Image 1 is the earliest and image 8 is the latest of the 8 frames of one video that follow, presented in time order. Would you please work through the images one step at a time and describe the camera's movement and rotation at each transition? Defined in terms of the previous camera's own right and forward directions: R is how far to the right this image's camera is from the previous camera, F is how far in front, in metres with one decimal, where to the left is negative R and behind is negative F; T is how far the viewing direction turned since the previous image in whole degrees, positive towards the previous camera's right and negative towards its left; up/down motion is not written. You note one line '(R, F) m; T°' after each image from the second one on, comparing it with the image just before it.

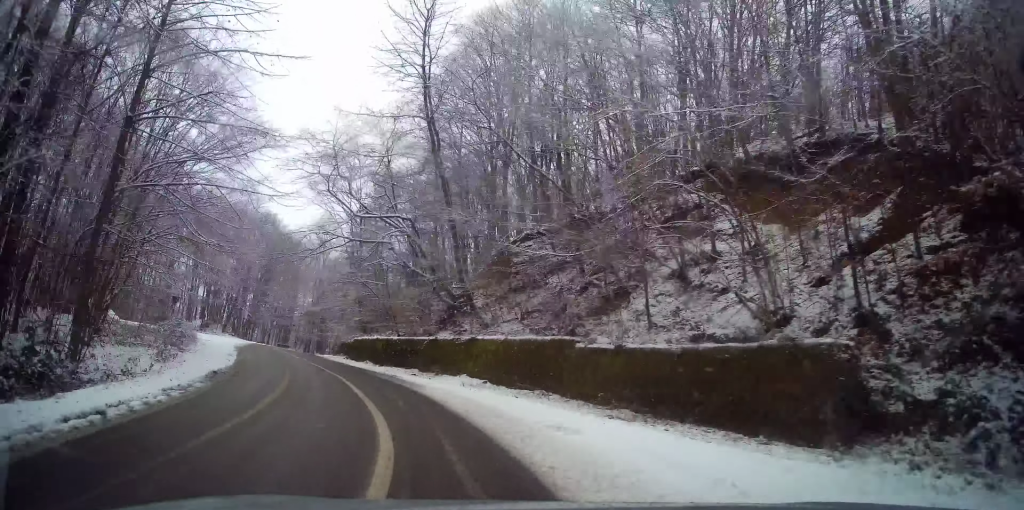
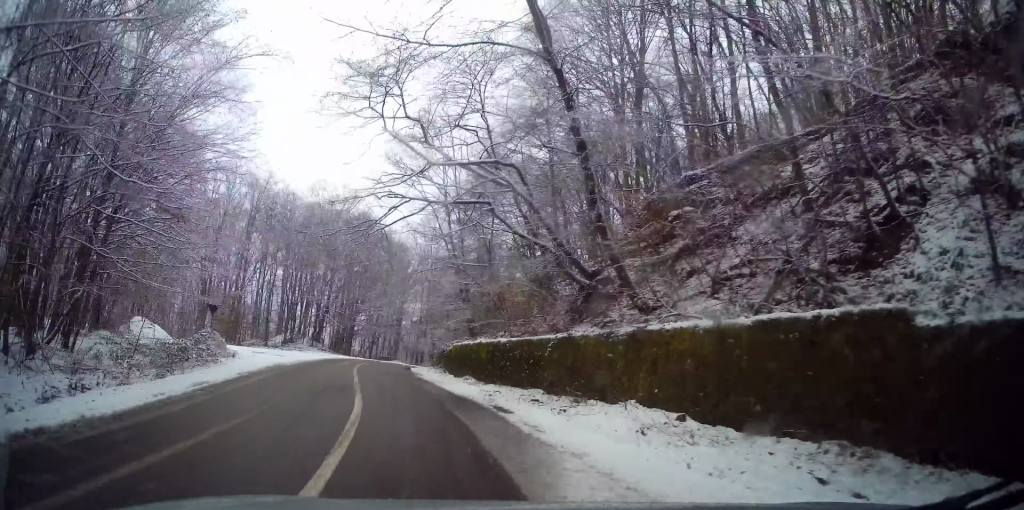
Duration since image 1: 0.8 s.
(-0.8, +9.7) m; -8°
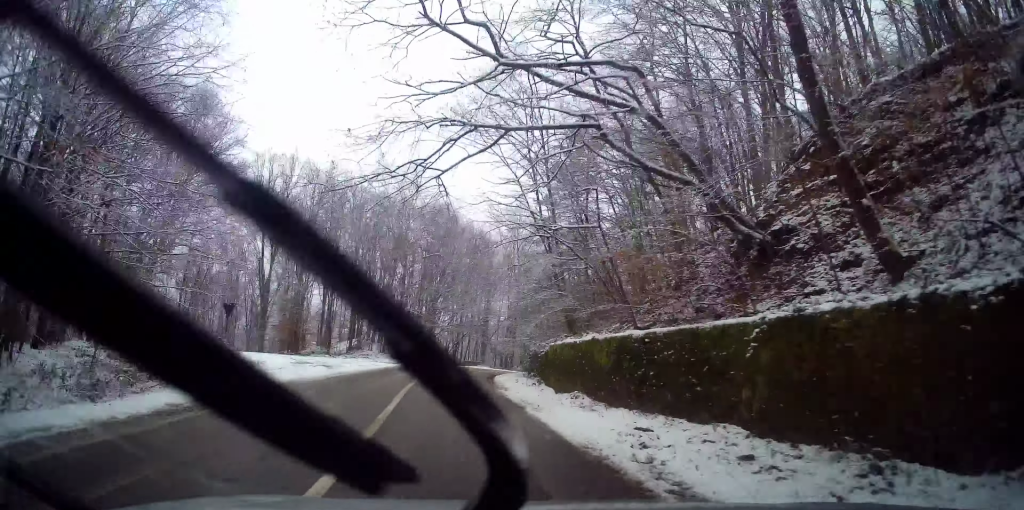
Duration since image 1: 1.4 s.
(-0.2, +7.5) m; -5°
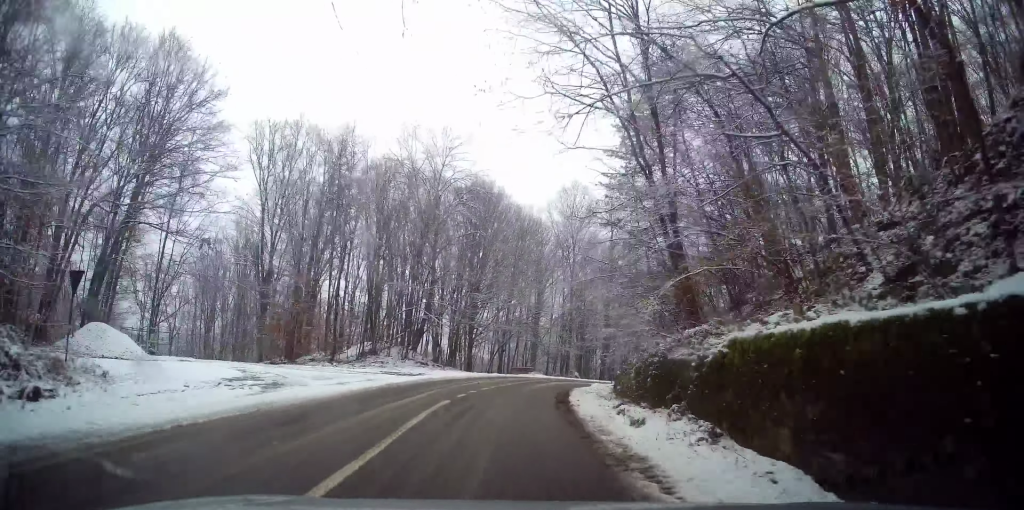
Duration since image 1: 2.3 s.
(-0.8, +11.7) m; -2°
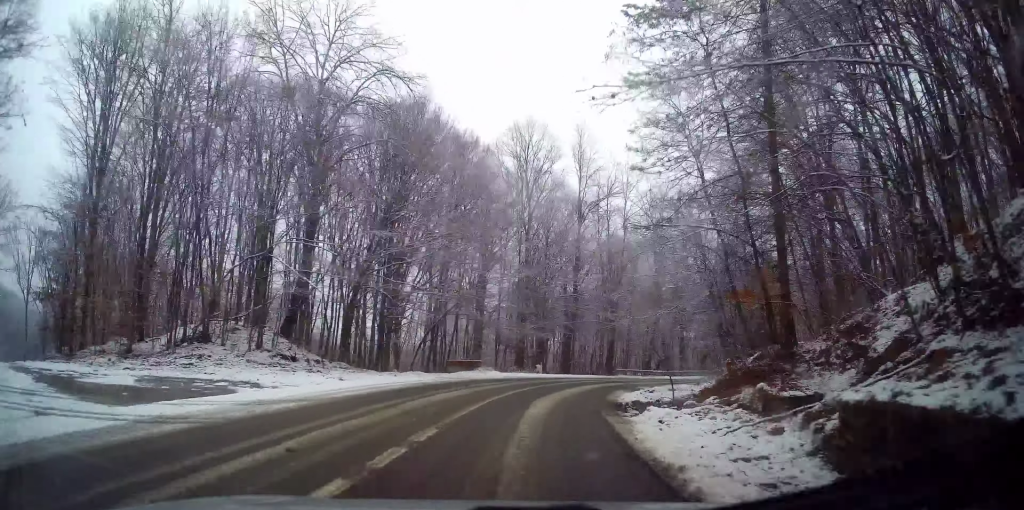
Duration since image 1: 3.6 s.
(+0.6, +16.1) m; +7°
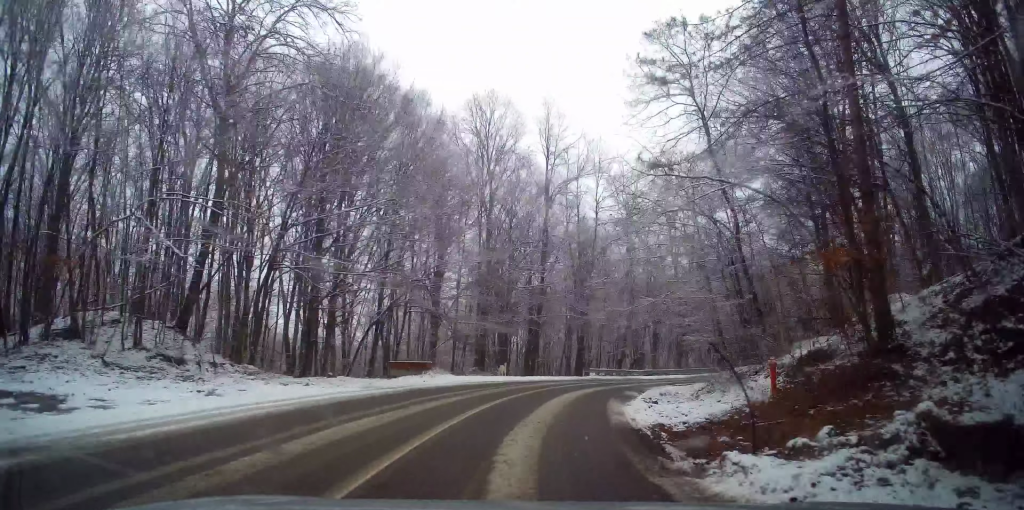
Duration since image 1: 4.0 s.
(+0.2, +5.7) m; +3°
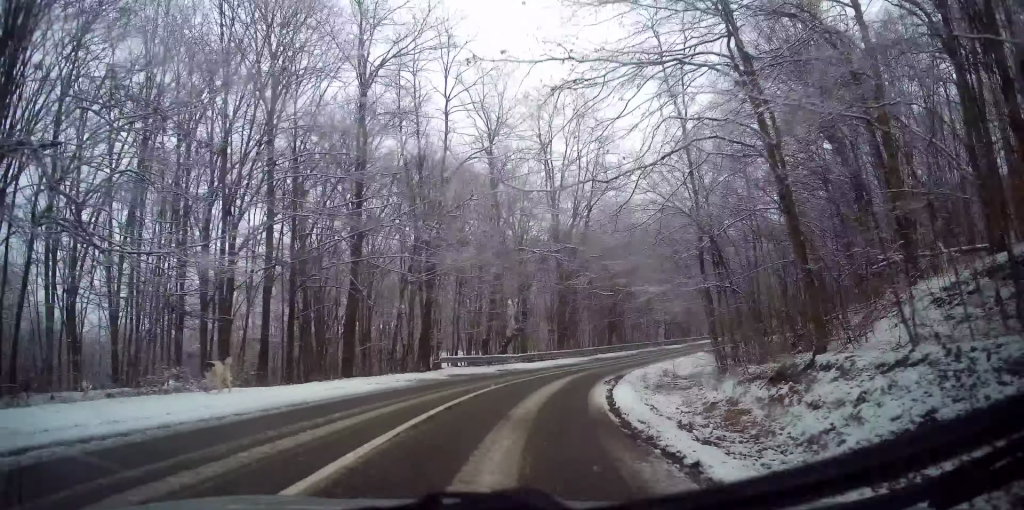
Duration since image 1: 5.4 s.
(+1.7, +19.4) m; +14°
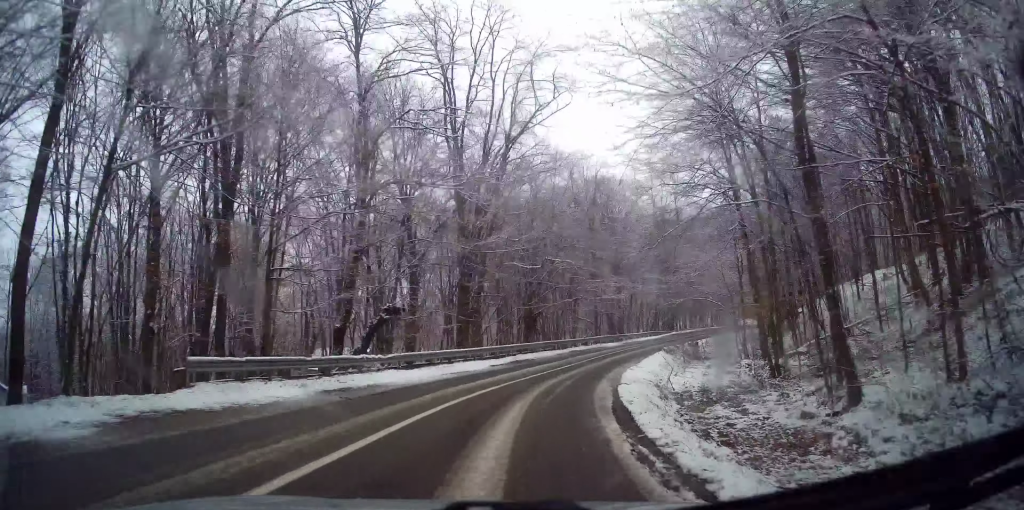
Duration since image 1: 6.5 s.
(+1.8, +15.5) m; +13°
